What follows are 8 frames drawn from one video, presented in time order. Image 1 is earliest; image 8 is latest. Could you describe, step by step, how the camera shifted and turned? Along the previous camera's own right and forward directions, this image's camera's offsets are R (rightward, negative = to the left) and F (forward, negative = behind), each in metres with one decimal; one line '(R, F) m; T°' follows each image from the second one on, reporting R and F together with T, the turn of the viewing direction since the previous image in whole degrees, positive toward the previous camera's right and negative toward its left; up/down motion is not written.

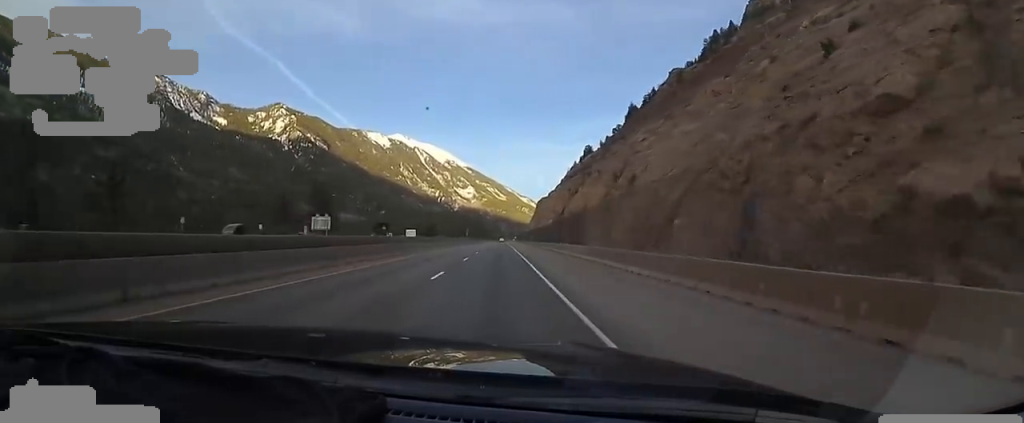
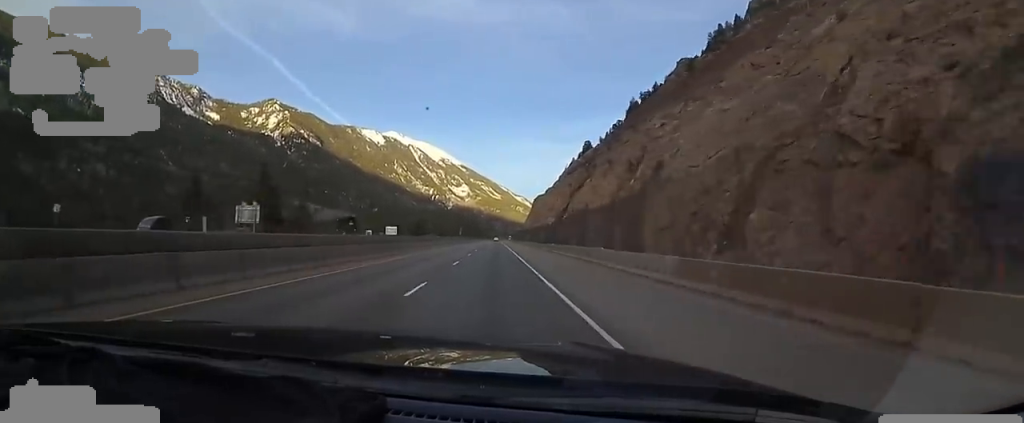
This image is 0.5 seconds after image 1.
(+0.5, +16.3) m; 0°
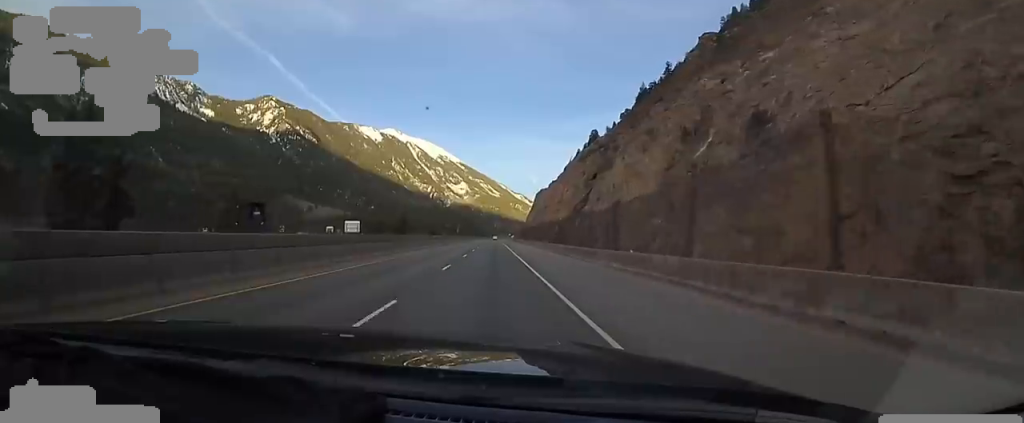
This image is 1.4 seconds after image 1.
(+0.4, +27.4) m; 0°
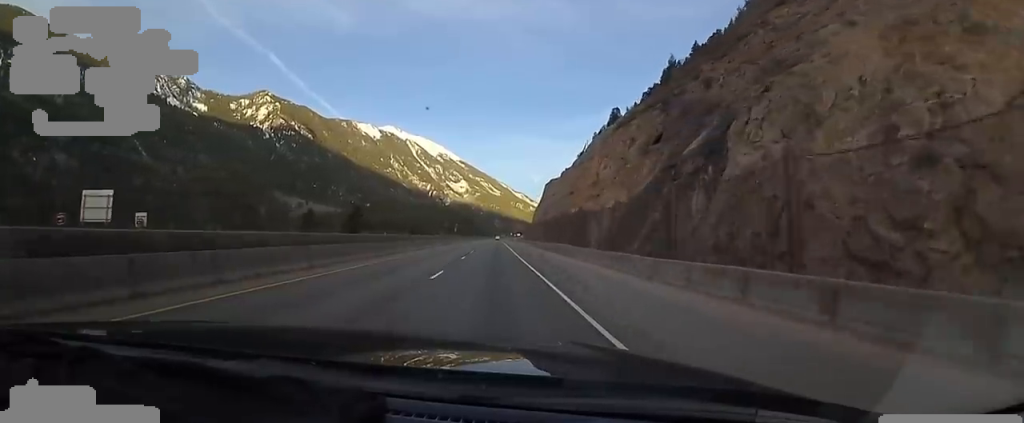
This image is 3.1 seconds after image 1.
(+0.5, +51.8) m; +3°
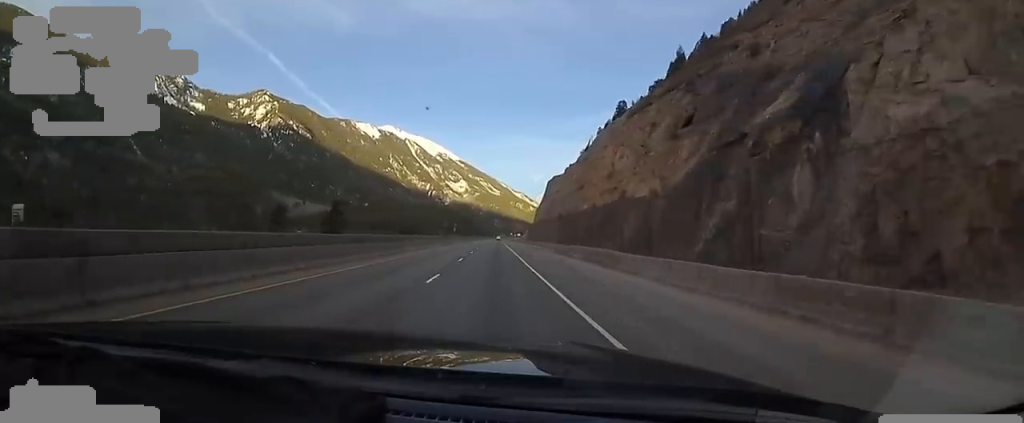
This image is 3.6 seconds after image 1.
(0.0, +13.3) m; -1°
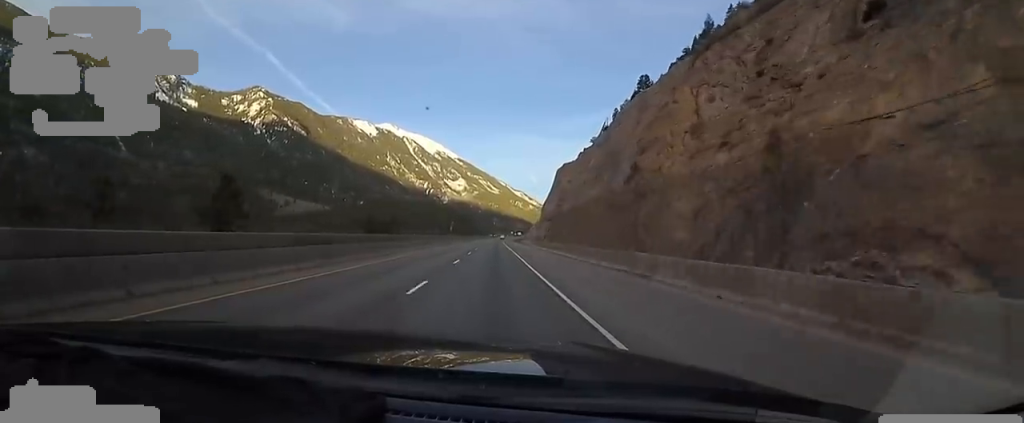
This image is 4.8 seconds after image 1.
(-0.8, +38.2) m; -1°
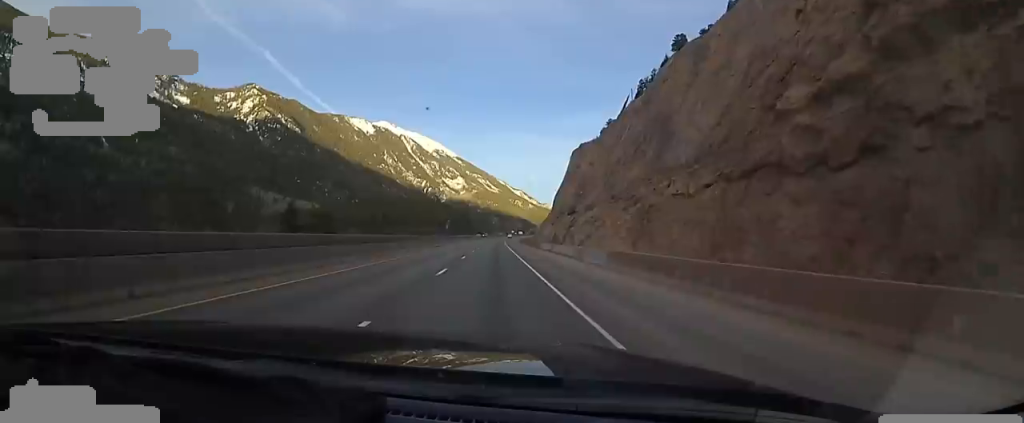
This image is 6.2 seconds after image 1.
(+0.6, +42.5) m; -1°
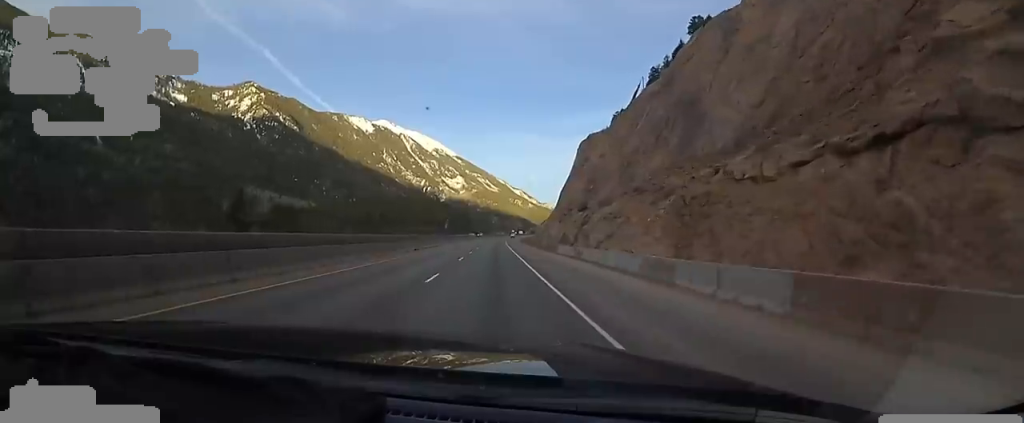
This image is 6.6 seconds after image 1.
(-0.7, +14.5) m; 0°
